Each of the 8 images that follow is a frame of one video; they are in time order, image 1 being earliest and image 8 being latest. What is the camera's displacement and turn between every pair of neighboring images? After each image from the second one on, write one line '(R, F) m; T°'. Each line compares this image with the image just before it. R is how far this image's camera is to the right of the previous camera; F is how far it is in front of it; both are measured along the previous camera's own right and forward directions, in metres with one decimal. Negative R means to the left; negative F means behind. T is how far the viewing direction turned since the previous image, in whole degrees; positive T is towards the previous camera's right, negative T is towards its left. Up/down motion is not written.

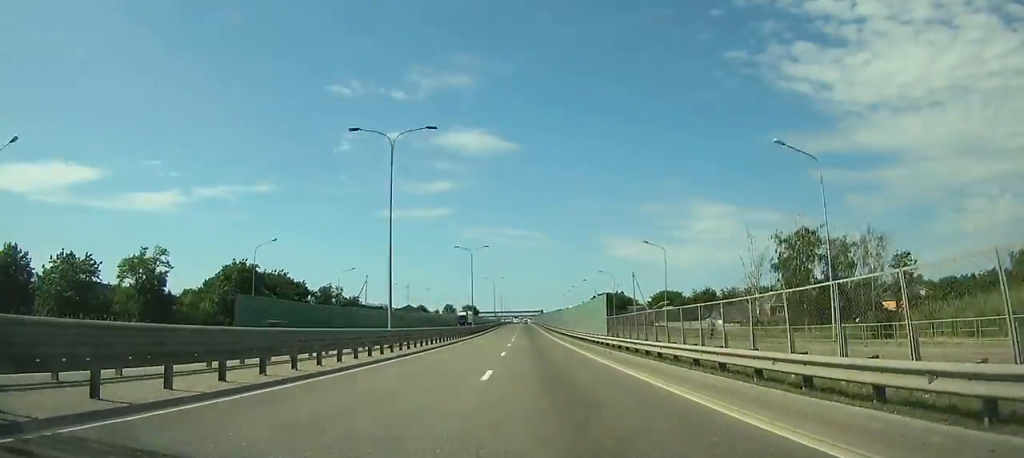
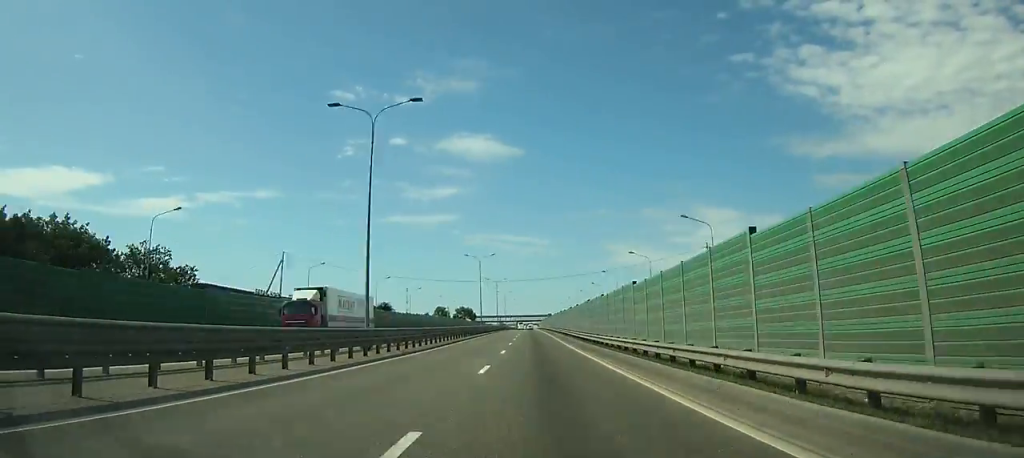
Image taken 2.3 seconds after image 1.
(-0.2, +58.1) m; 0°
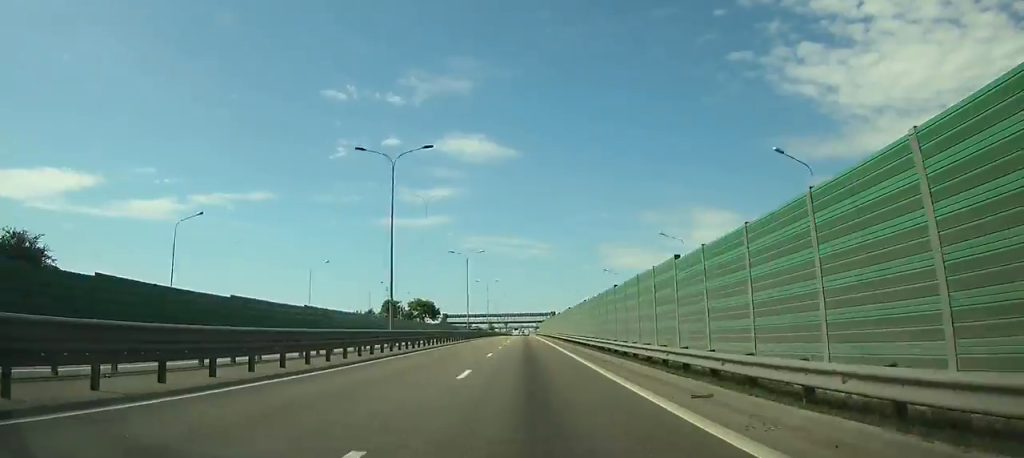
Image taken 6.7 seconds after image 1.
(-0.2, +106.4) m; 0°
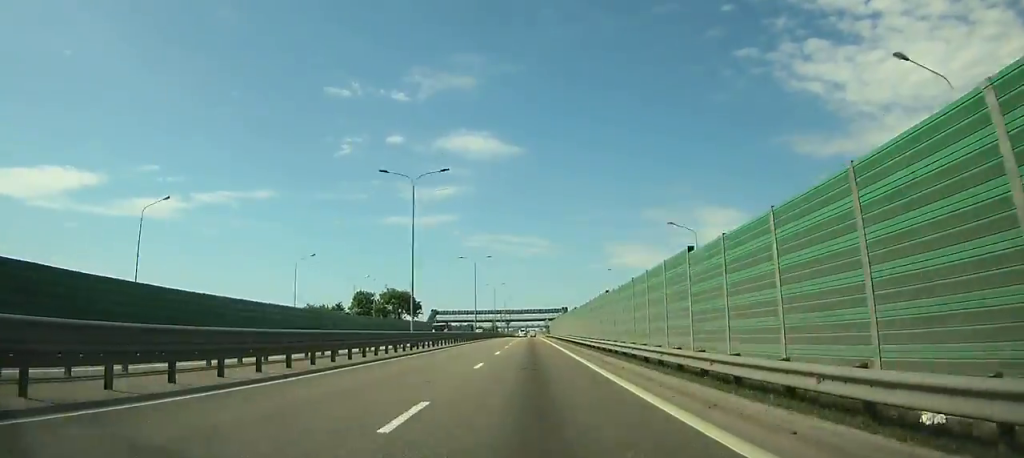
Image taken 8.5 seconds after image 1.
(0.0, +42.0) m; 0°
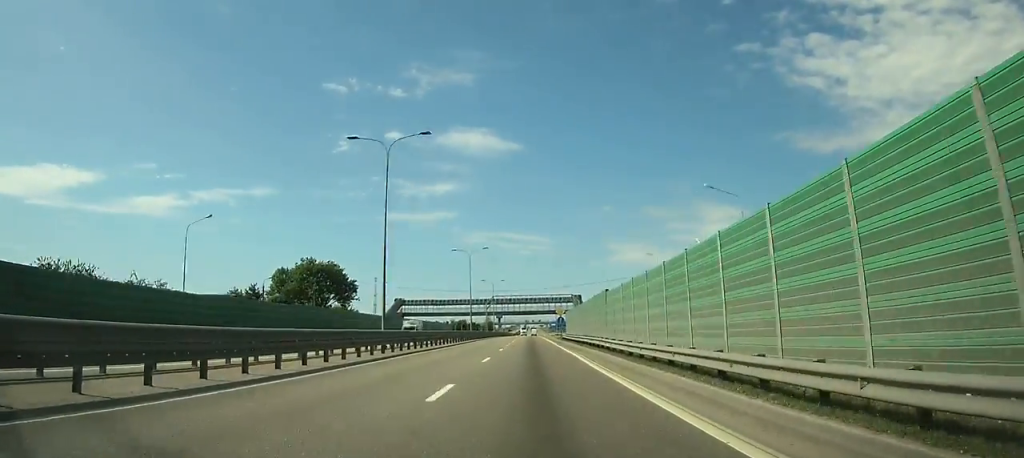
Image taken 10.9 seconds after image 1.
(-0.1, +56.8) m; 0°
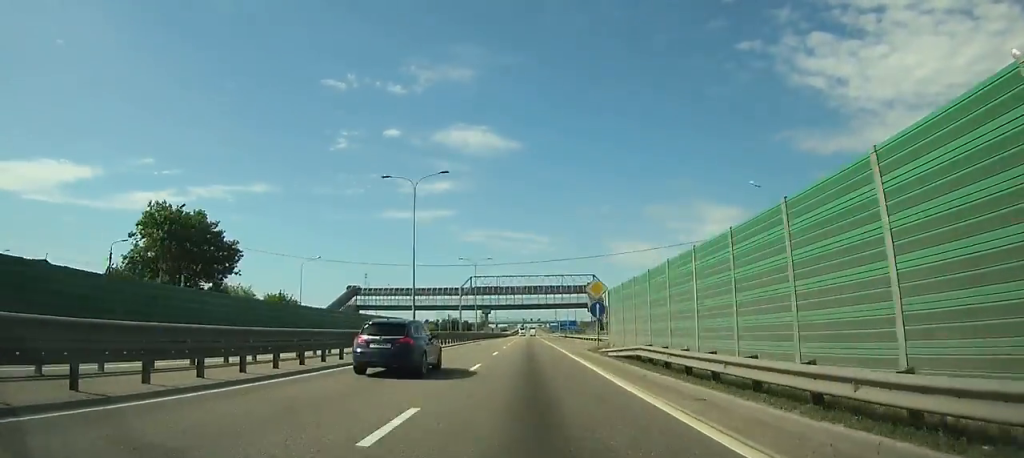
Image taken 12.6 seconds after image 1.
(-0.1, +41.4) m; 0°
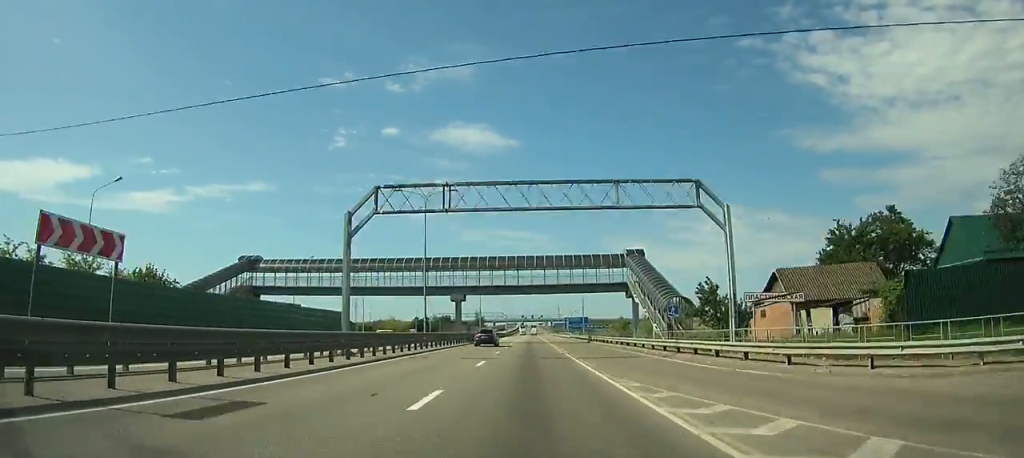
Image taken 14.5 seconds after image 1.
(+0.1, +46.3) m; 0°
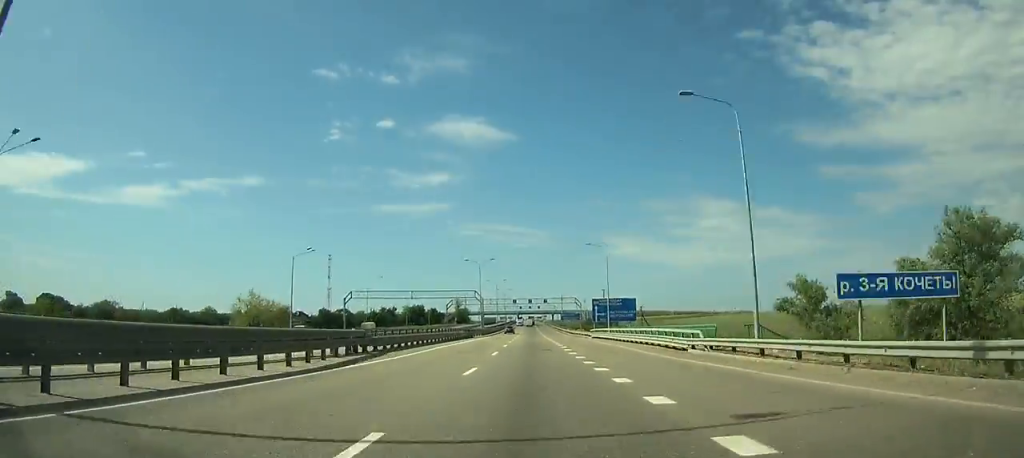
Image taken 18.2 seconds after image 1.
(+0.6, +89.7) m; +1°
